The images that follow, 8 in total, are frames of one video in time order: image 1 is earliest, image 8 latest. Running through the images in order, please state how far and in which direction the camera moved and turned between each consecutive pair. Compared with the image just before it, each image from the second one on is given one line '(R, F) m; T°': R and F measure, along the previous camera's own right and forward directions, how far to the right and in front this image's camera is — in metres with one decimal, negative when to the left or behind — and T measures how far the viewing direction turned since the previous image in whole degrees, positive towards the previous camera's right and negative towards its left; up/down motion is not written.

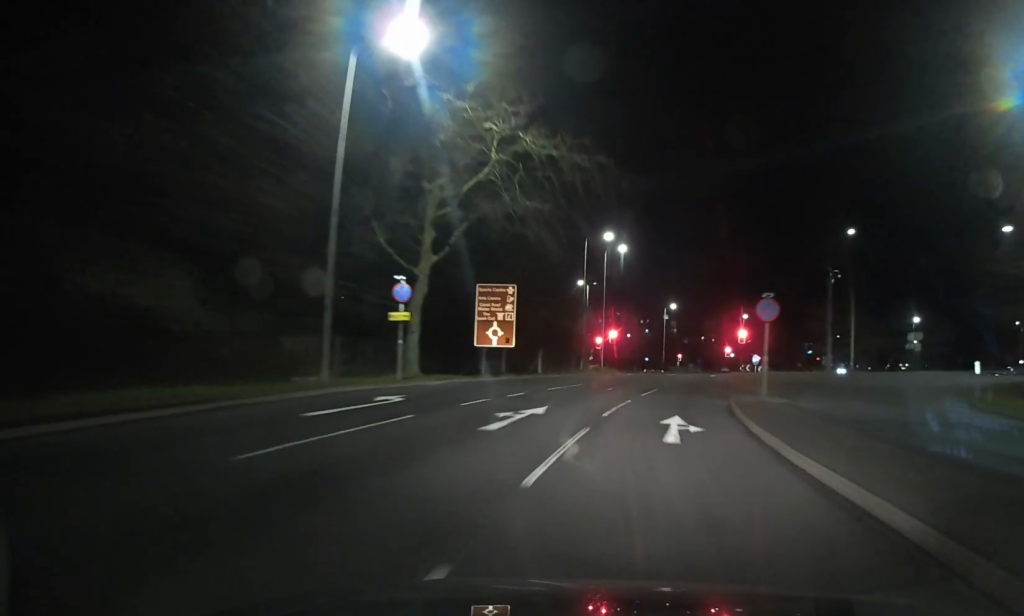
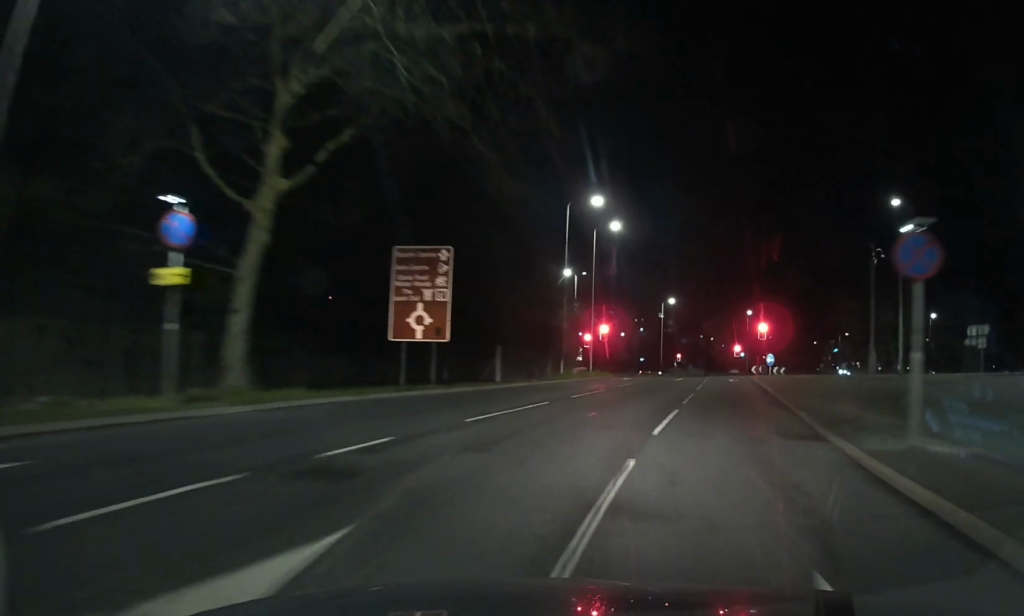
(0.0, +12.9) m; 0°
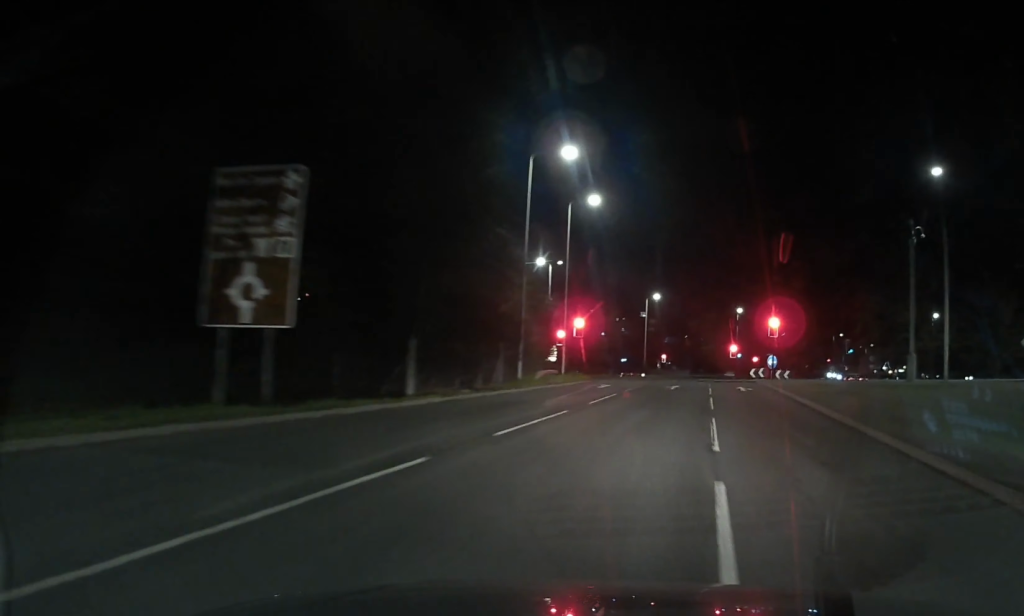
(-0.1, +10.8) m; 0°
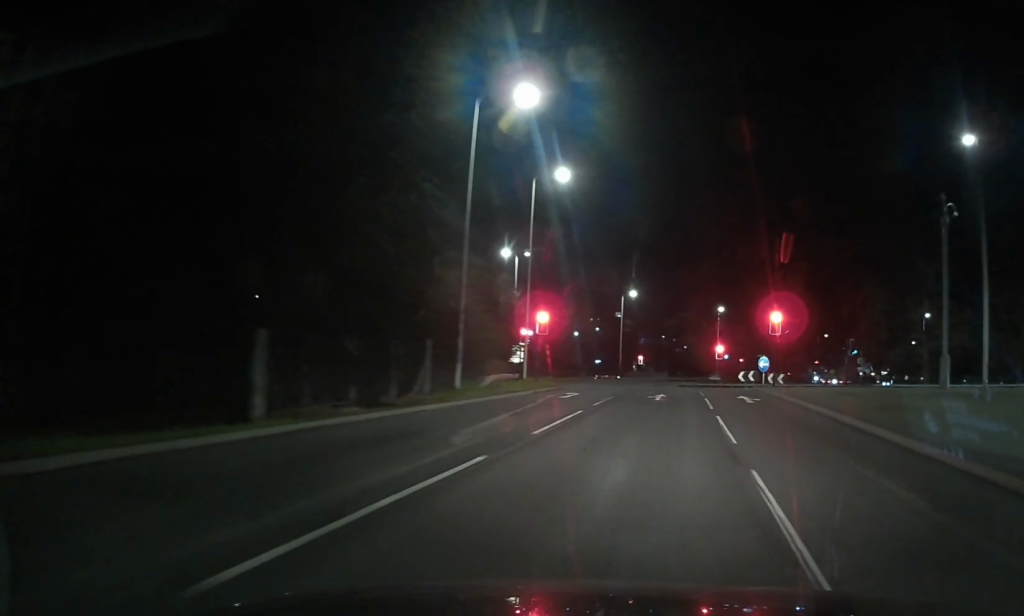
(+0.1, +7.7) m; +1°
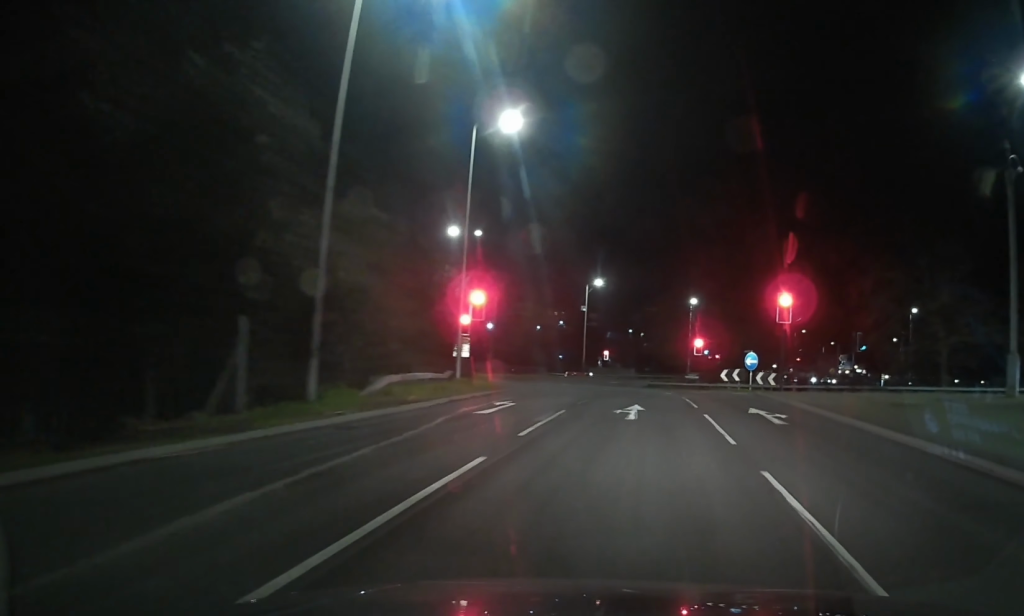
(+0.1, +9.5) m; +1°
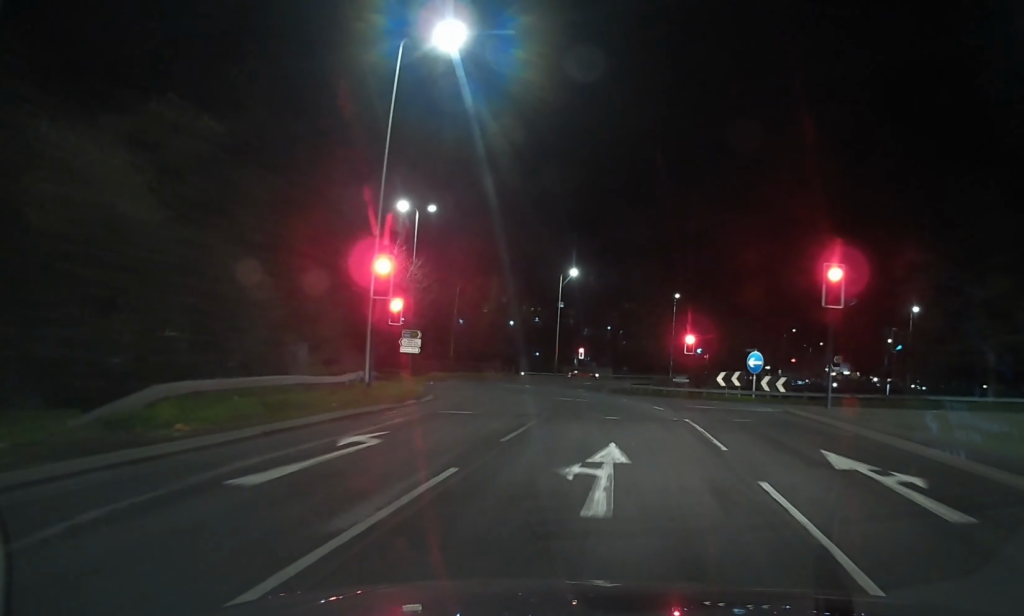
(+0.1, +9.8) m; +2°
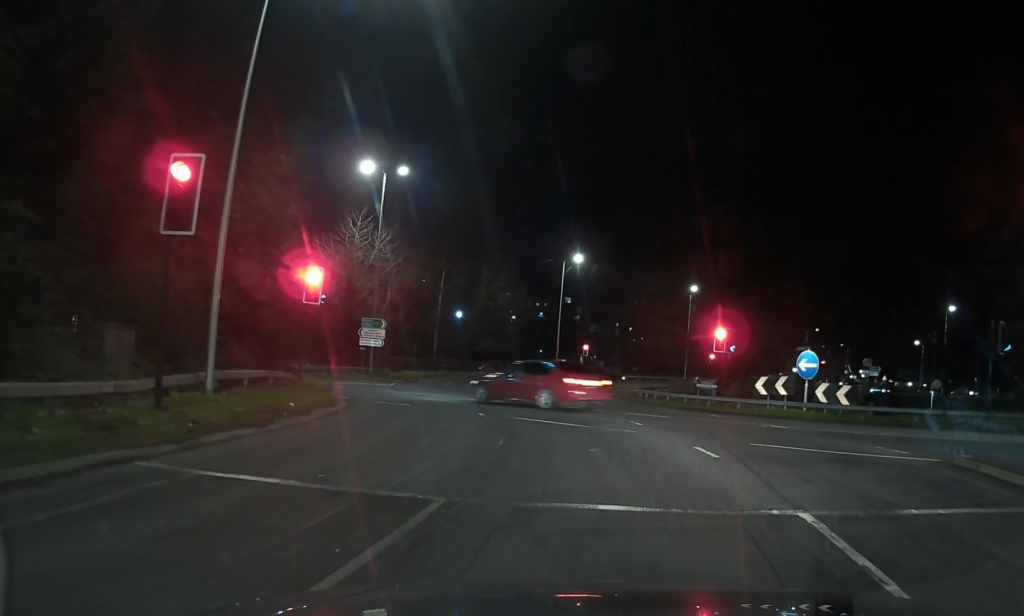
(+0.7, +11.1) m; +2°
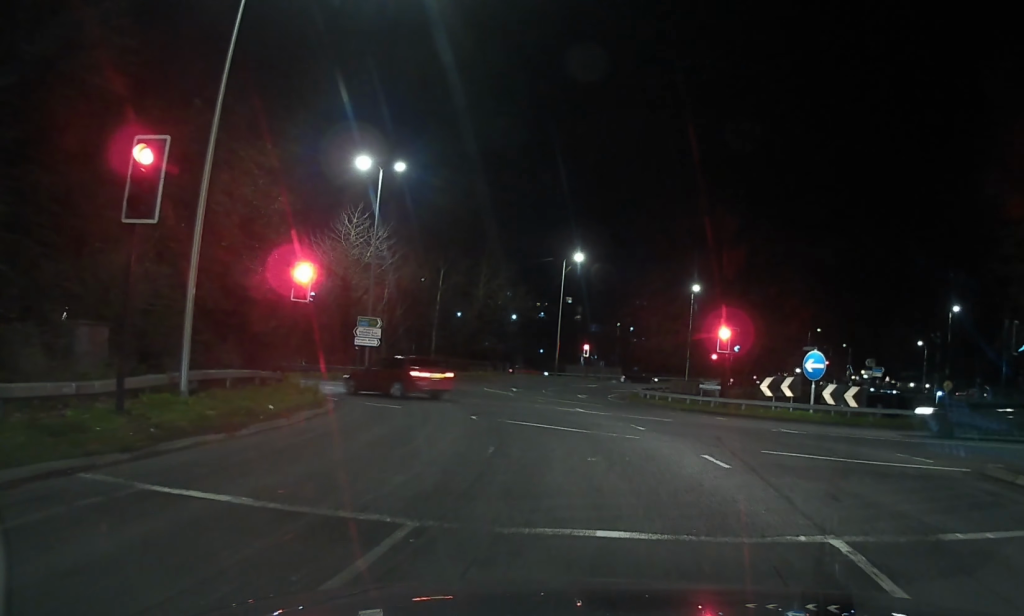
(-0.2, +0.7) m; 0°
